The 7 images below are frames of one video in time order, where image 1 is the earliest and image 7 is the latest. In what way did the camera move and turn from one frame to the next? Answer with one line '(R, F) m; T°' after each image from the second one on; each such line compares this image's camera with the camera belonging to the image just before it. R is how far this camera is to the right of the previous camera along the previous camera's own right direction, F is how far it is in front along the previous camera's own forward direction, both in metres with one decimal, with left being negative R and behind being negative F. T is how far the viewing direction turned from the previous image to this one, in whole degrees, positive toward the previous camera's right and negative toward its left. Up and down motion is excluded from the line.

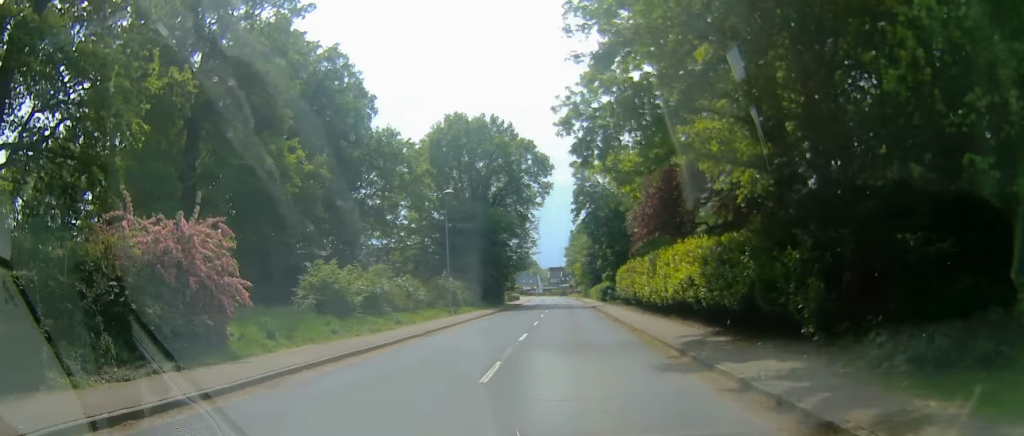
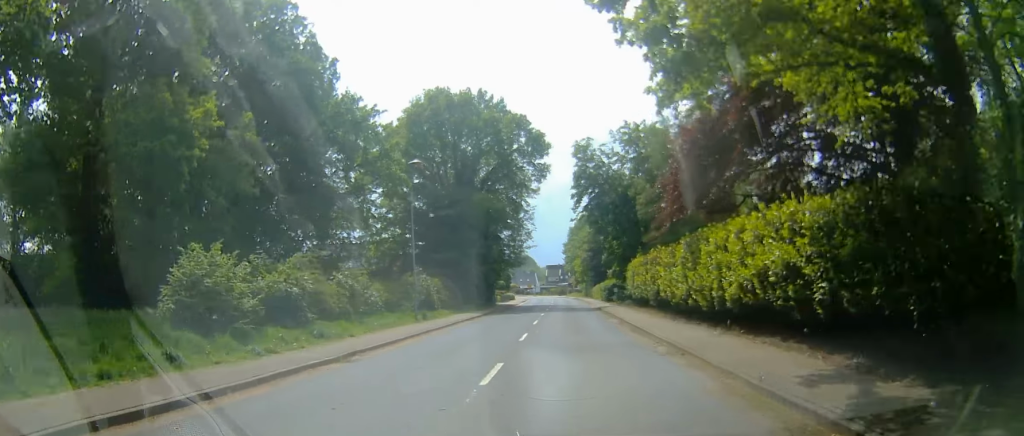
(-0.7, +8.4) m; -1°
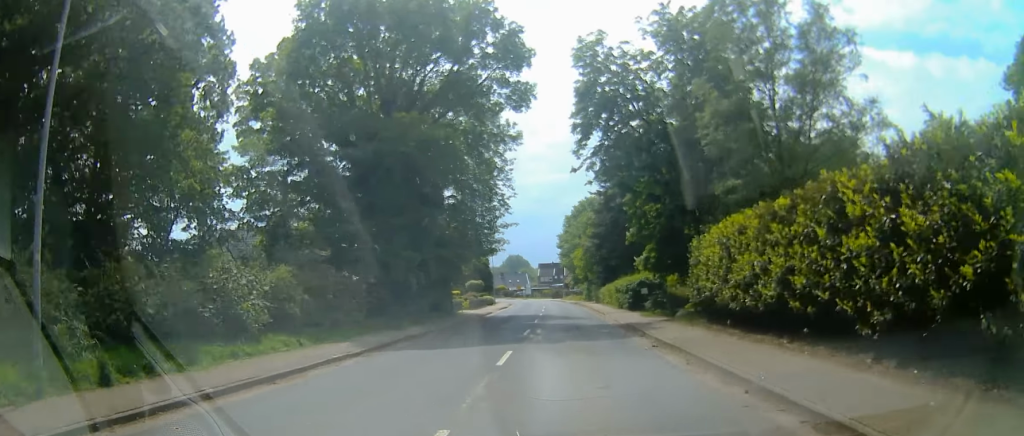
(+0.3, +22.7) m; +2°
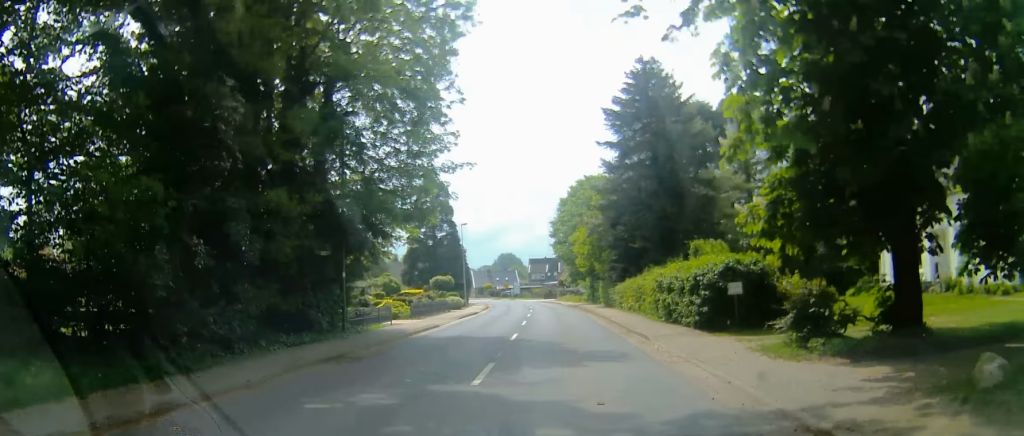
(0.0, +20.7) m; +1°
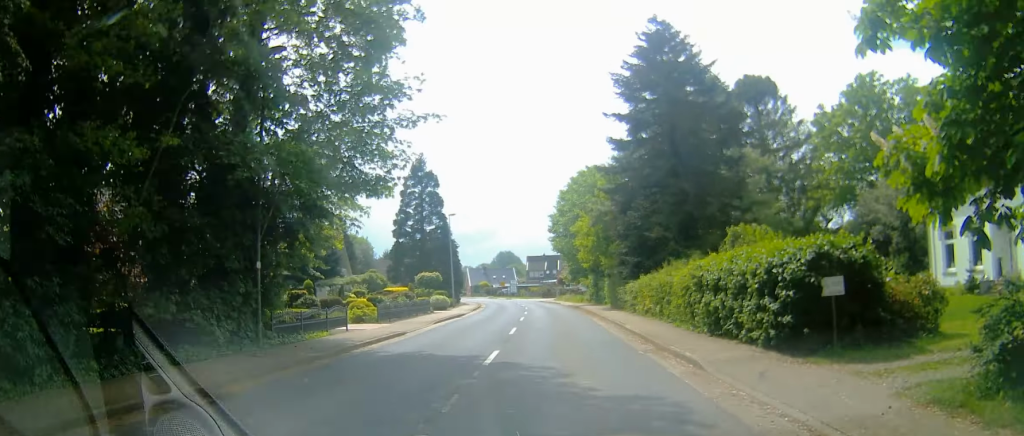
(-0.1, +6.7) m; +1°
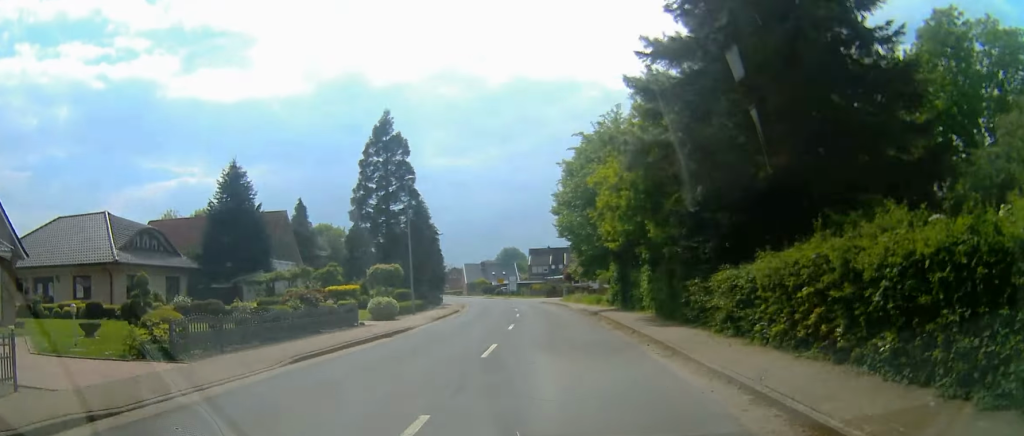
(+0.4, +17.4) m; -1°
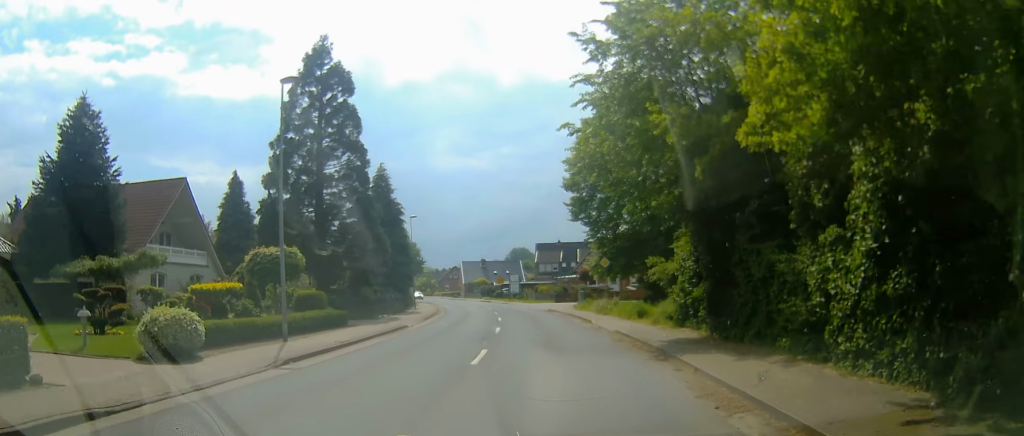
(-0.9, +18.8) m; 0°
